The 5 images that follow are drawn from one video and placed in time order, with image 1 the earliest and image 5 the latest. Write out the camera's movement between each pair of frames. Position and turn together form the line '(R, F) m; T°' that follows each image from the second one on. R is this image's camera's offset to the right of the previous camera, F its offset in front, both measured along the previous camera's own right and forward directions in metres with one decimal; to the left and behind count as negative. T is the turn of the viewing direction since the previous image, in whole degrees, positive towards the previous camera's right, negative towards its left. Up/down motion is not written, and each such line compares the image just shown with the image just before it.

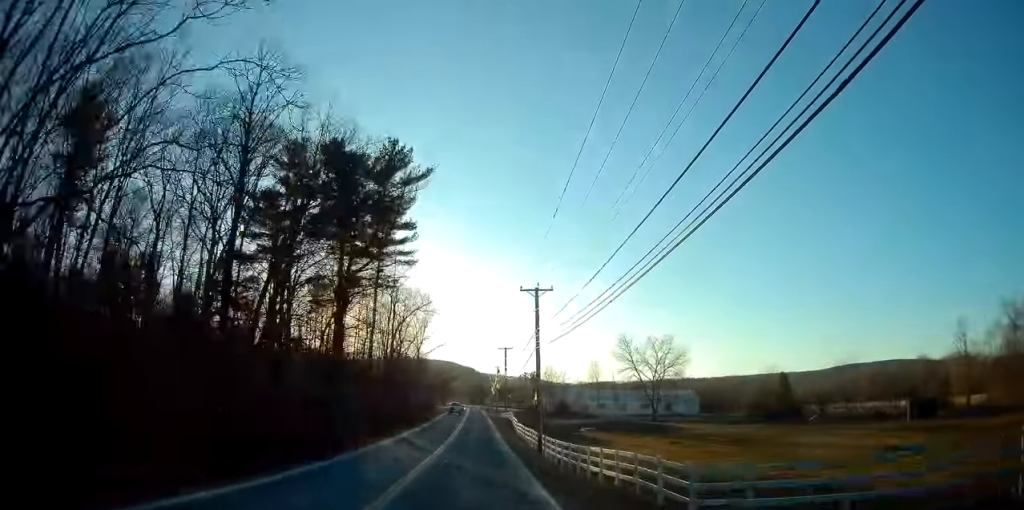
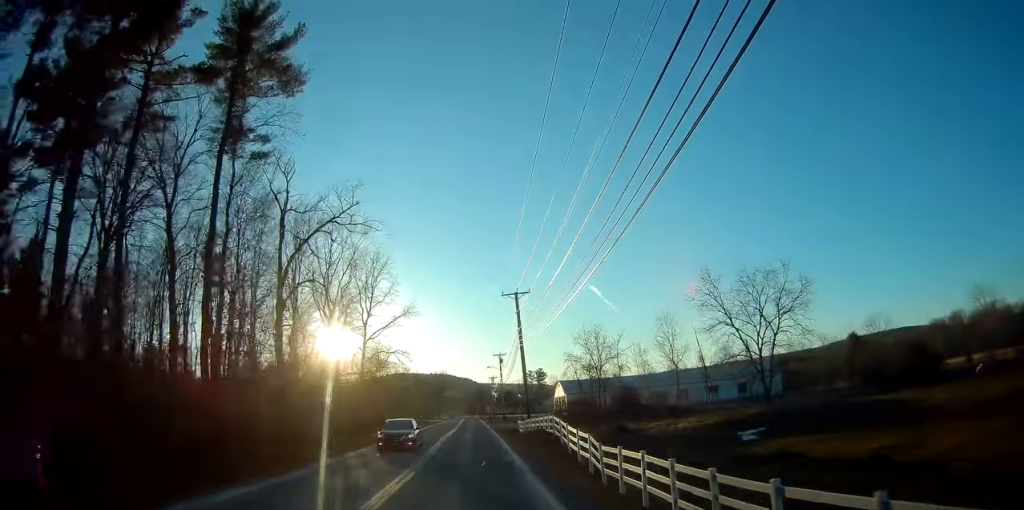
(+0.6, +45.8) m; +1°
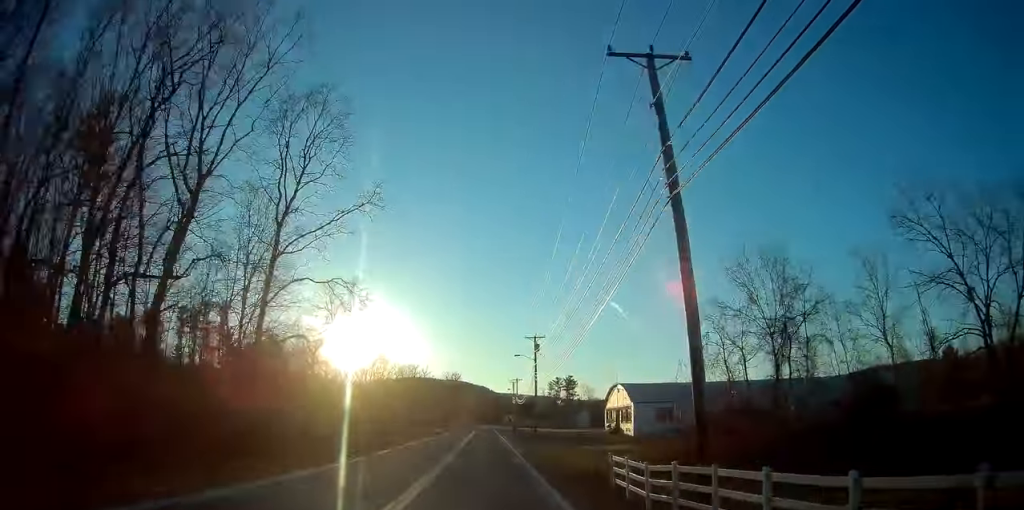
(-0.1, +34.9) m; -1°
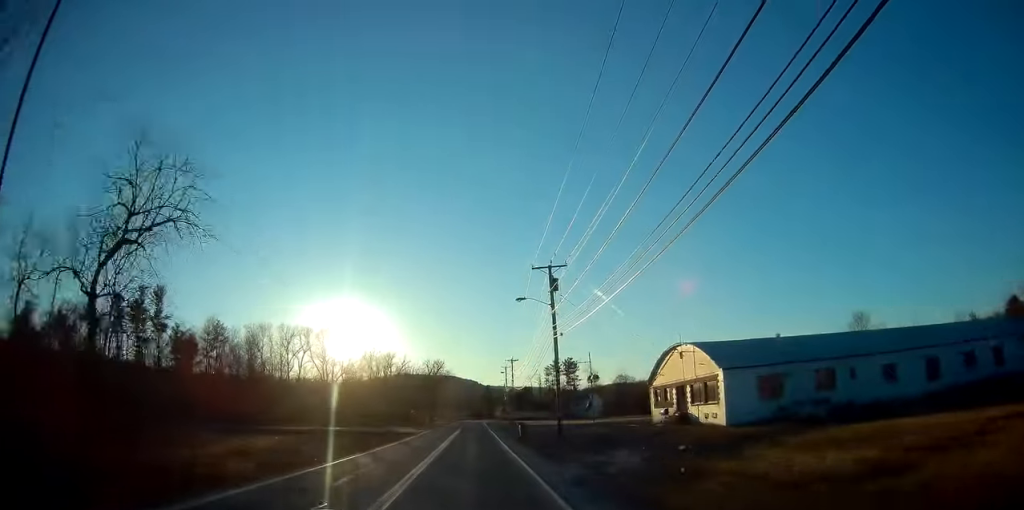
(-0.2, +28.2) m; +1°
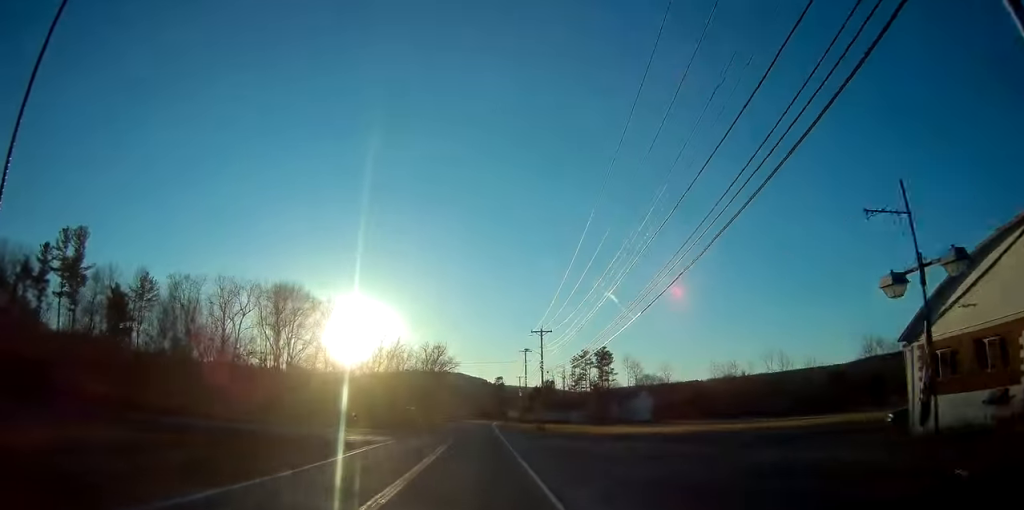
(+0.4, +36.3) m; -1°
